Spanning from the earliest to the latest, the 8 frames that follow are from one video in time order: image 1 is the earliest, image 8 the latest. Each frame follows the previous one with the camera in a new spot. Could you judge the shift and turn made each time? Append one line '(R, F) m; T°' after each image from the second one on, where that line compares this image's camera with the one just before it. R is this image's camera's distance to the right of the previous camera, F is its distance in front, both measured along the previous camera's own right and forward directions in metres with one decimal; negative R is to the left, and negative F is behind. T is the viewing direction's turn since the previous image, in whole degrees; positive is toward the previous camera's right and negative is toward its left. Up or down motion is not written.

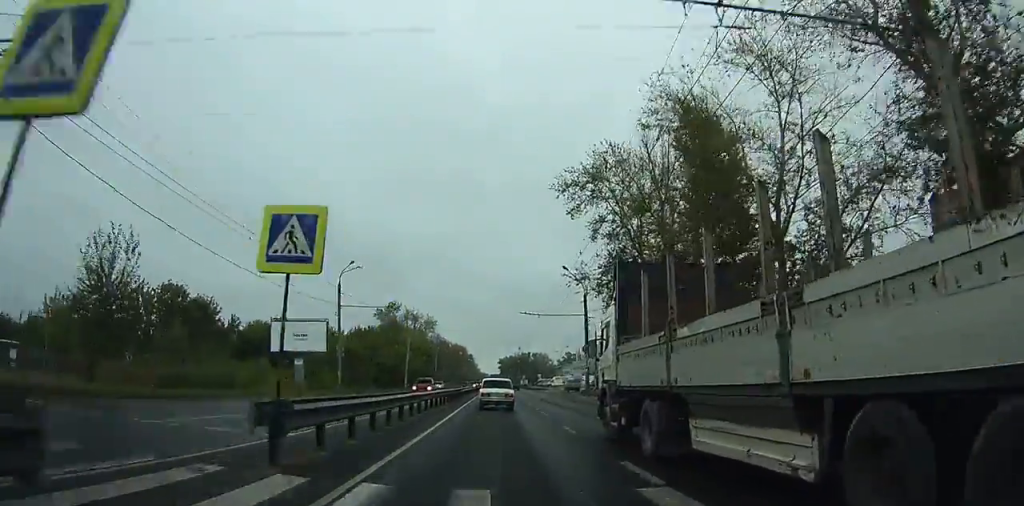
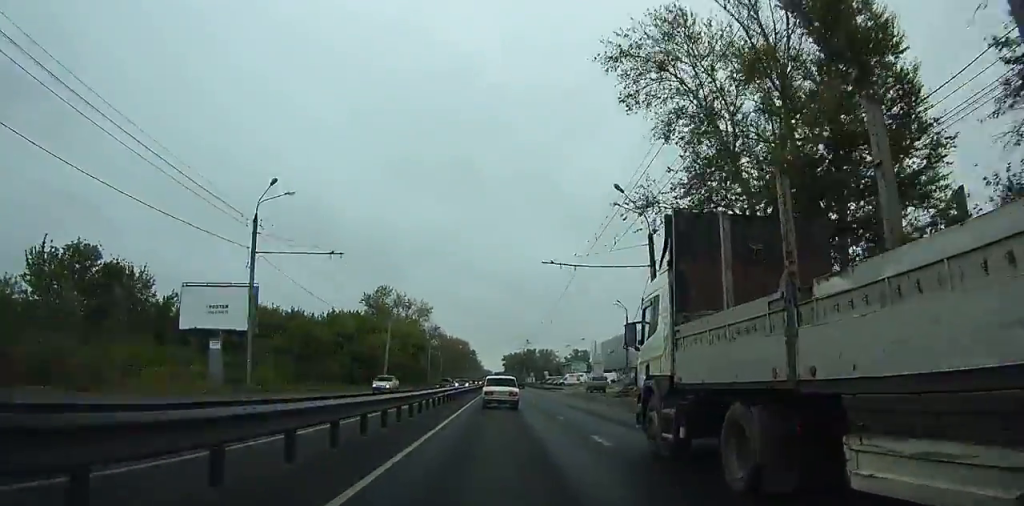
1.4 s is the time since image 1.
(0.0, +18.9) m; 0°
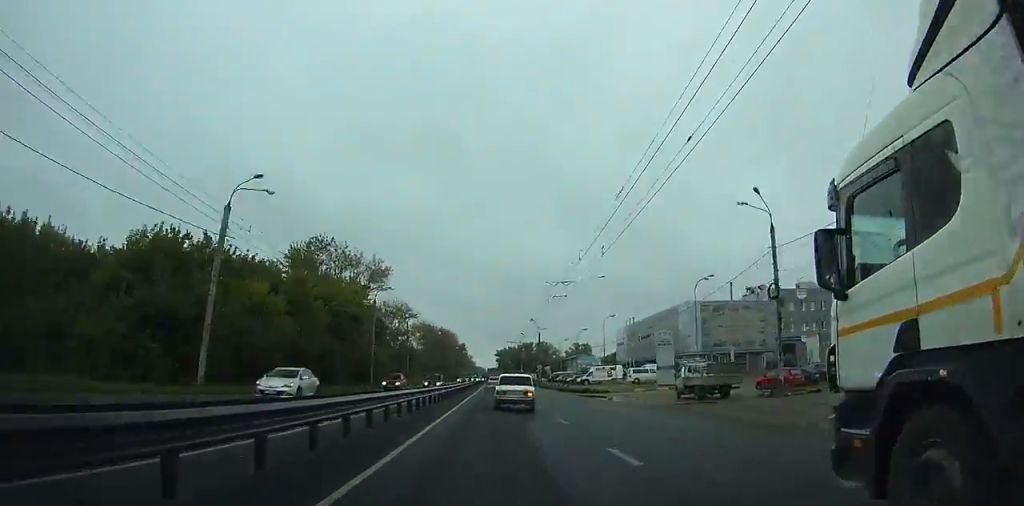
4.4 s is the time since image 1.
(+0.9, +42.0) m; +1°
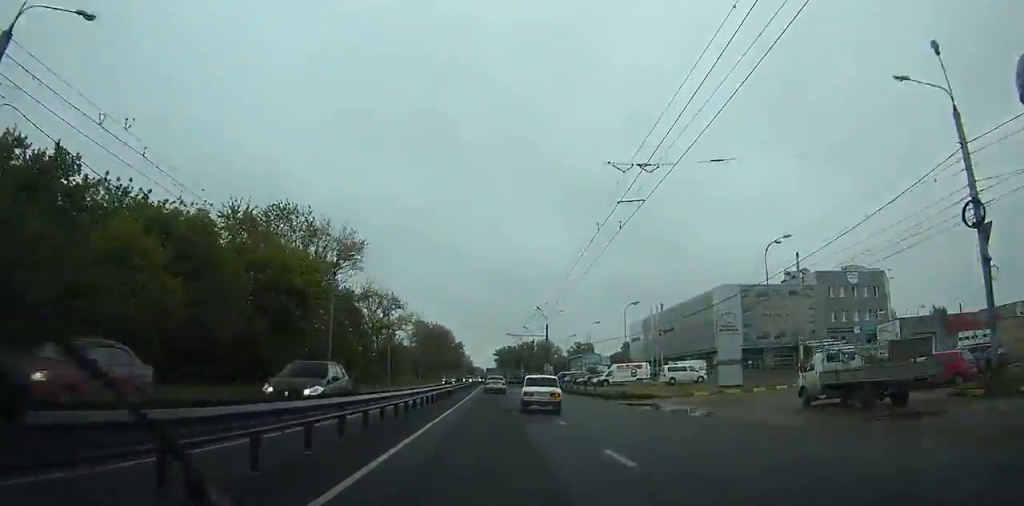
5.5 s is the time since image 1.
(-0.3, +15.9) m; 0°
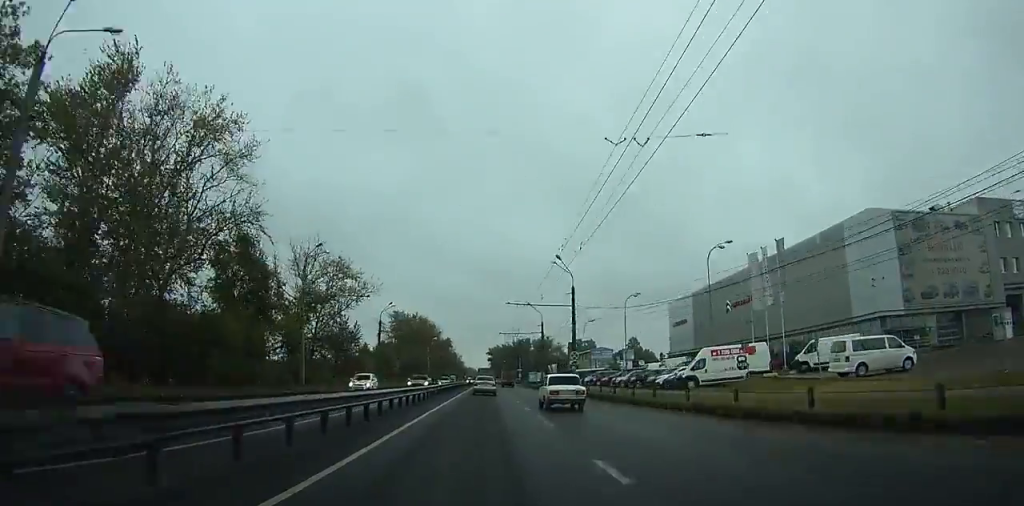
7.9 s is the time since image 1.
(-0.1, +33.3) m; 0°
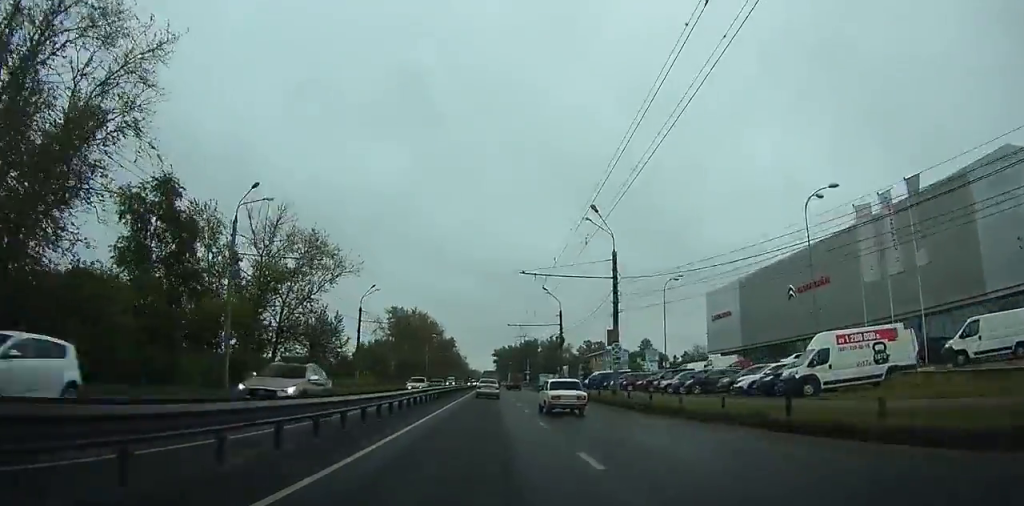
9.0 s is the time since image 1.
(+0.1, +14.6) m; 0°
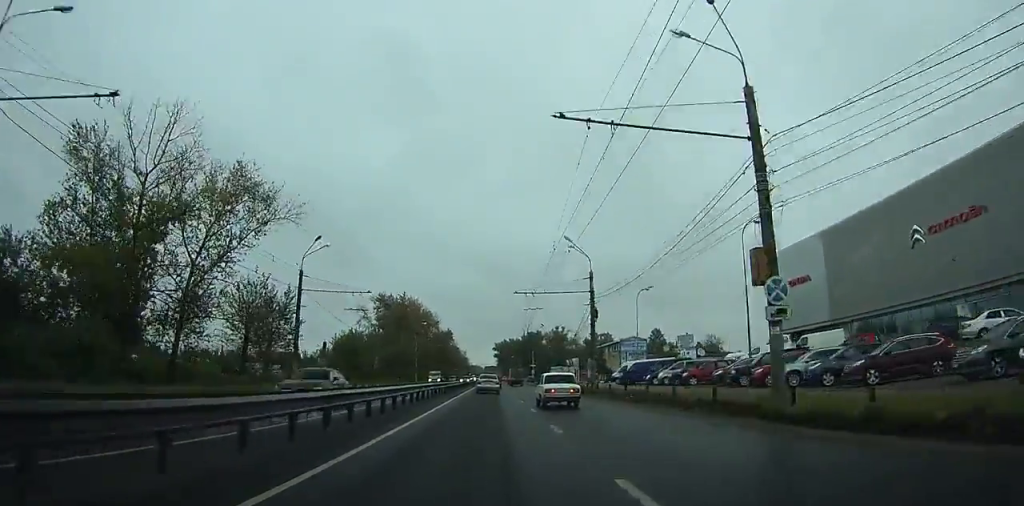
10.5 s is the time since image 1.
(-0.2, +19.7) m; -1°
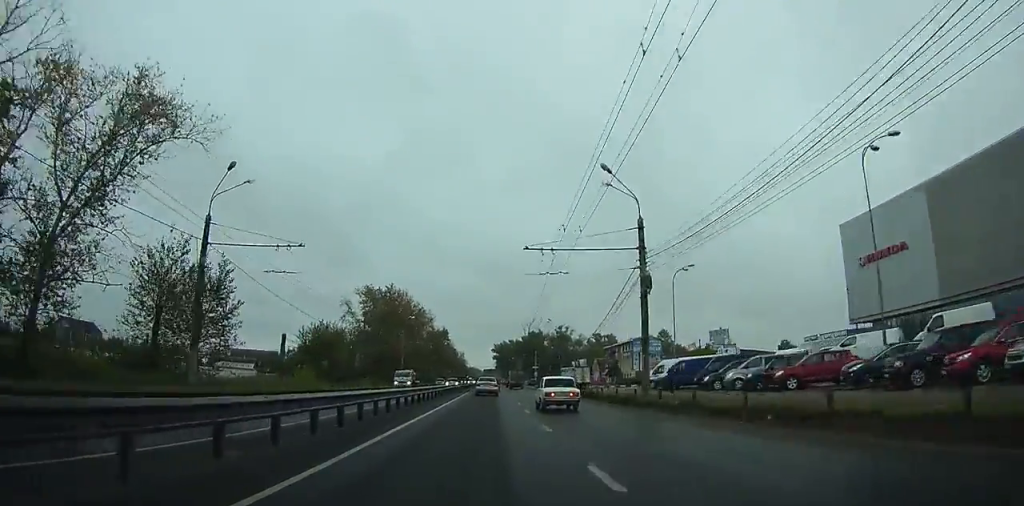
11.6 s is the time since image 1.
(0.0, +14.9) m; 0°
